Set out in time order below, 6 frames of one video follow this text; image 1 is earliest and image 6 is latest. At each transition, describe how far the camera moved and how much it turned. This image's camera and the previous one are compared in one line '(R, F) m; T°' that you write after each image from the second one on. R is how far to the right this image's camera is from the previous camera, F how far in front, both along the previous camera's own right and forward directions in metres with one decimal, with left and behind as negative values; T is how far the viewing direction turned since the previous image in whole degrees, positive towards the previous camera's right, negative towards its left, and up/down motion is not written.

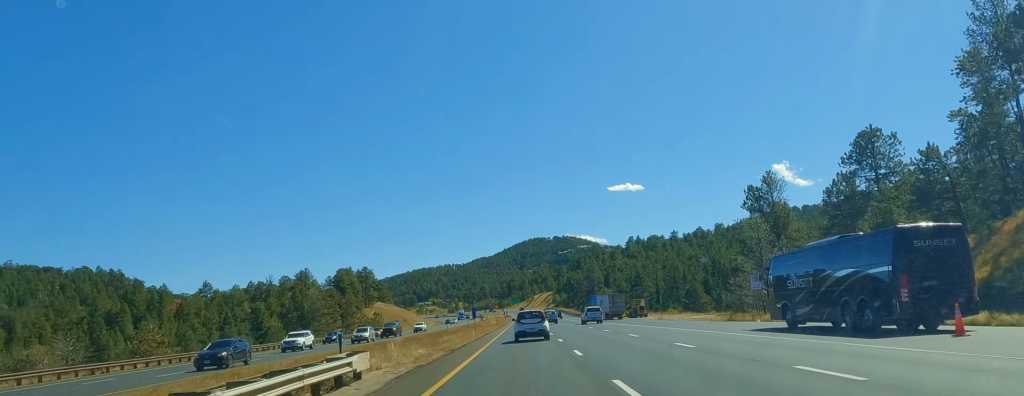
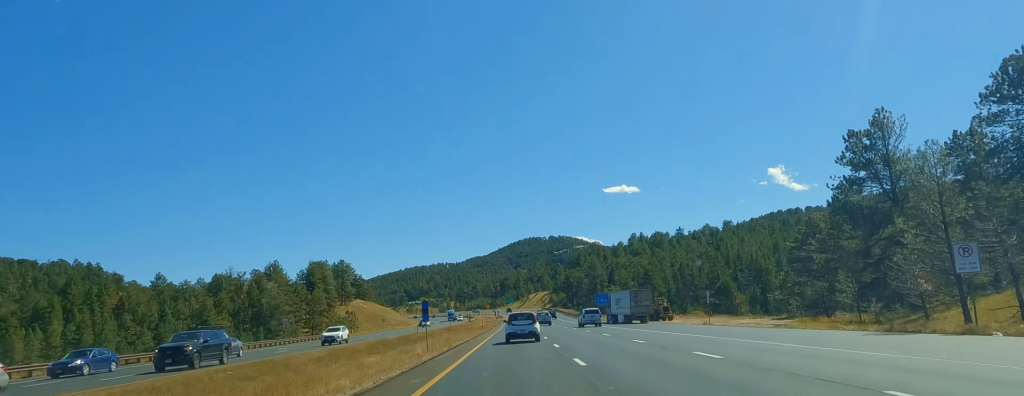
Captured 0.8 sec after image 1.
(-0.3, +28.8) m; 0°
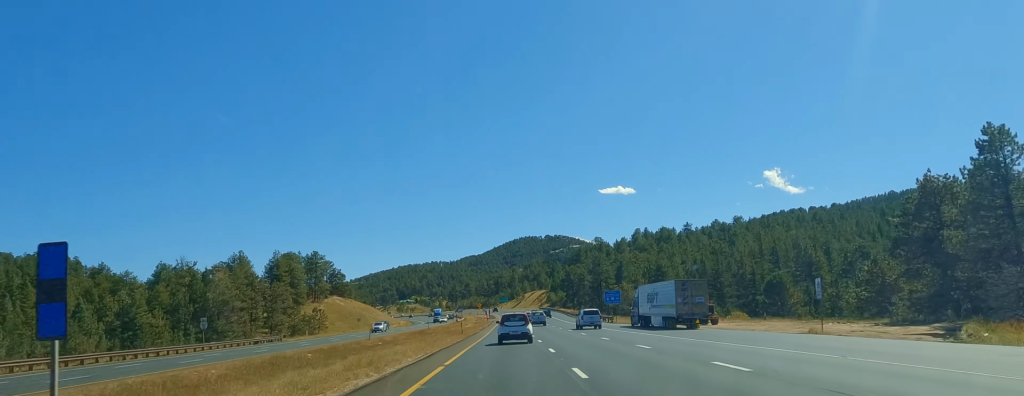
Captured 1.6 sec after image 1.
(-0.4, +27.7) m; 0°
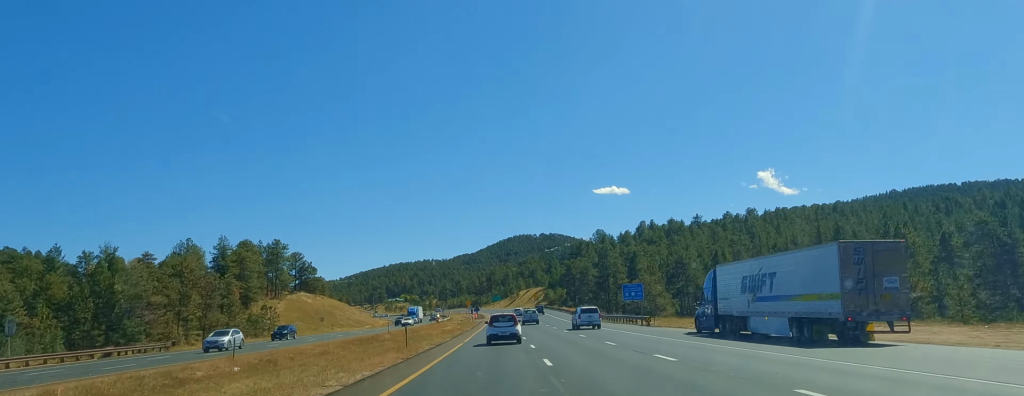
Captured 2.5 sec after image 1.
(0.0, +31.2) m; 0°
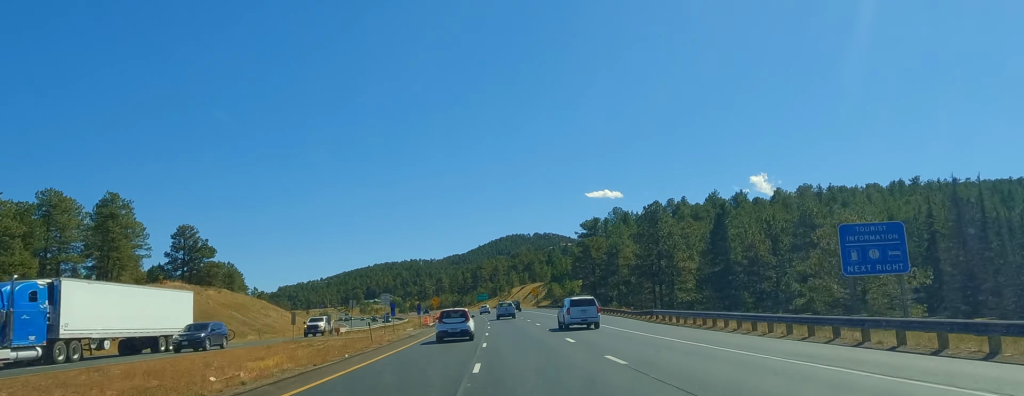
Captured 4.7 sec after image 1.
(+0.4, +75.2) m; -1°
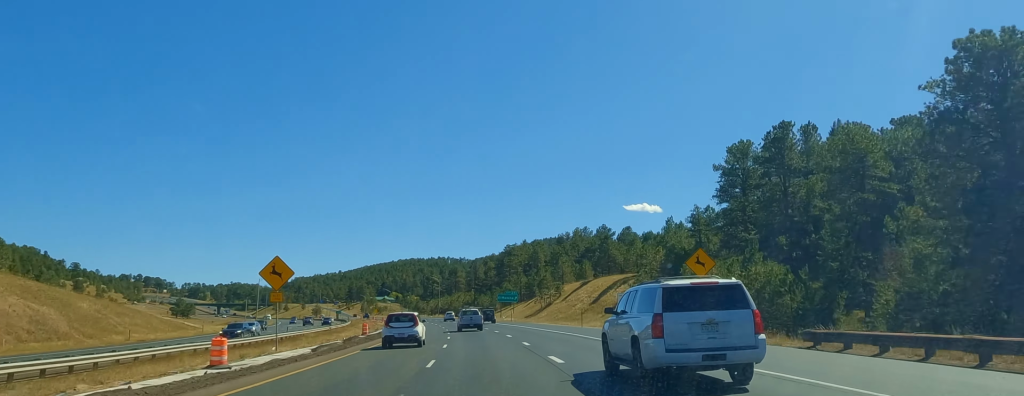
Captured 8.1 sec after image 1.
(-3.9, +117.5) m; -5°
